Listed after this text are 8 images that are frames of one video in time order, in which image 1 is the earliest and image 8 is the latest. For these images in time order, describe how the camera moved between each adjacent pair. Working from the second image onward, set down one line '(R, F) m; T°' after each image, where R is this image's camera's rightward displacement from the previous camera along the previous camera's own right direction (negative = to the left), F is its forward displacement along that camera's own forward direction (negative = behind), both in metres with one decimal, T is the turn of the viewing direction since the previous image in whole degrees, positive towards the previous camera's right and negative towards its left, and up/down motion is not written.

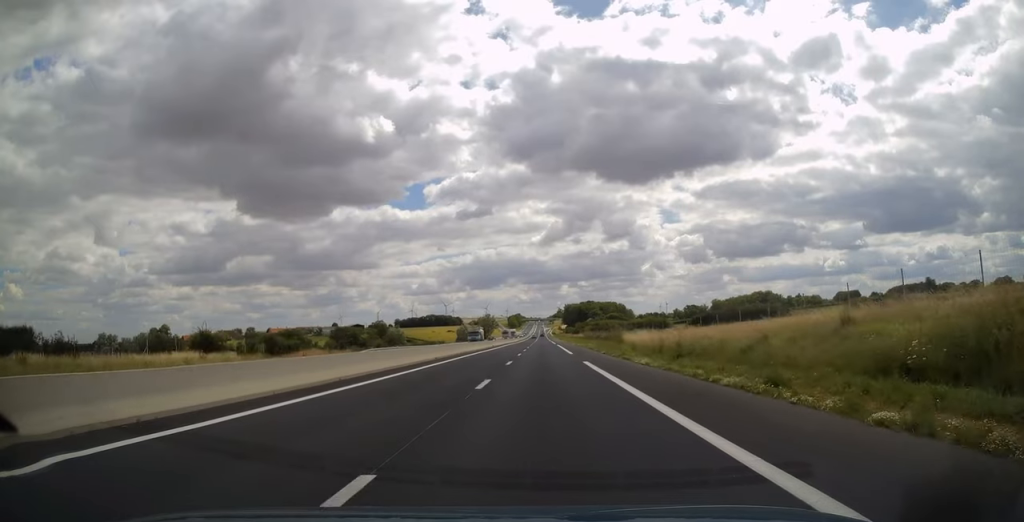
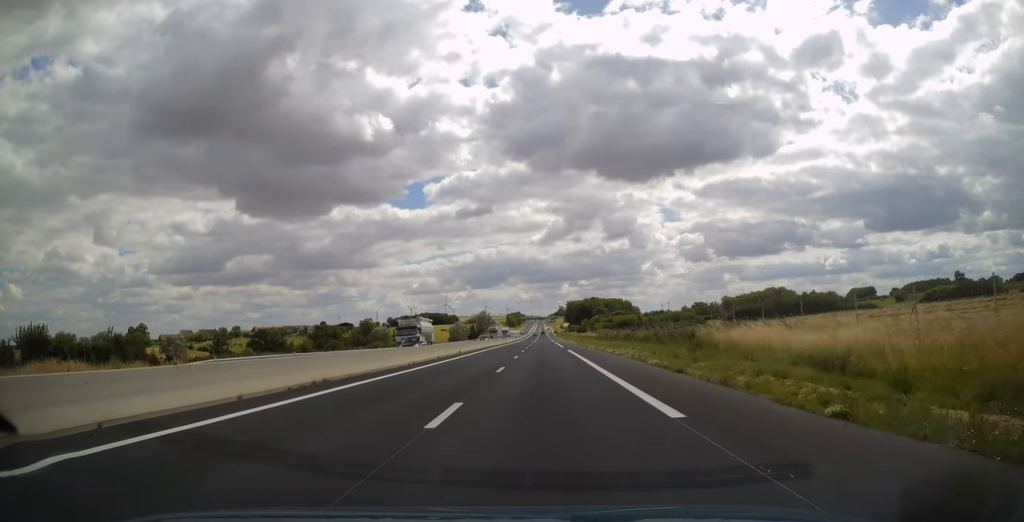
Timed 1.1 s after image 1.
(-0.1, +32.7) m; 0°
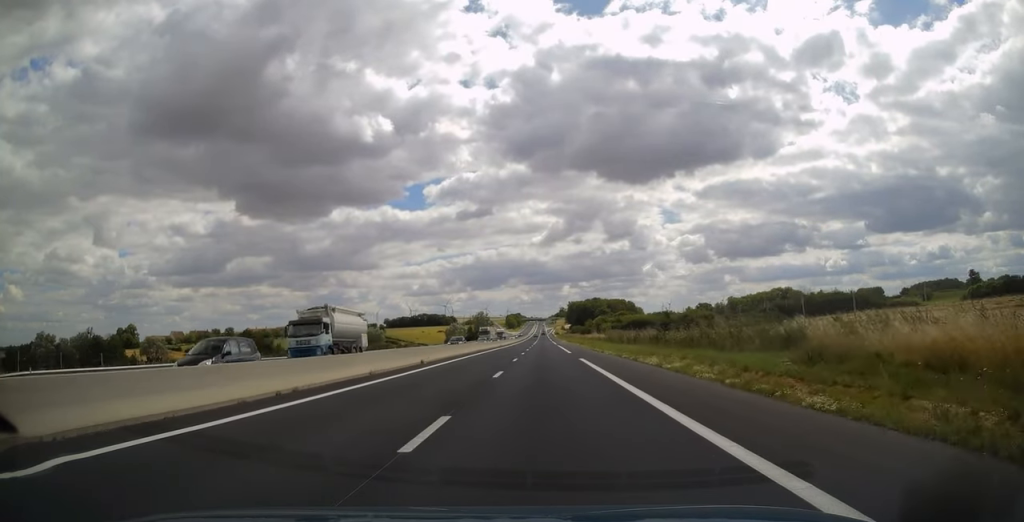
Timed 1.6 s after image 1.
(0.0, +14.8) m; 0°
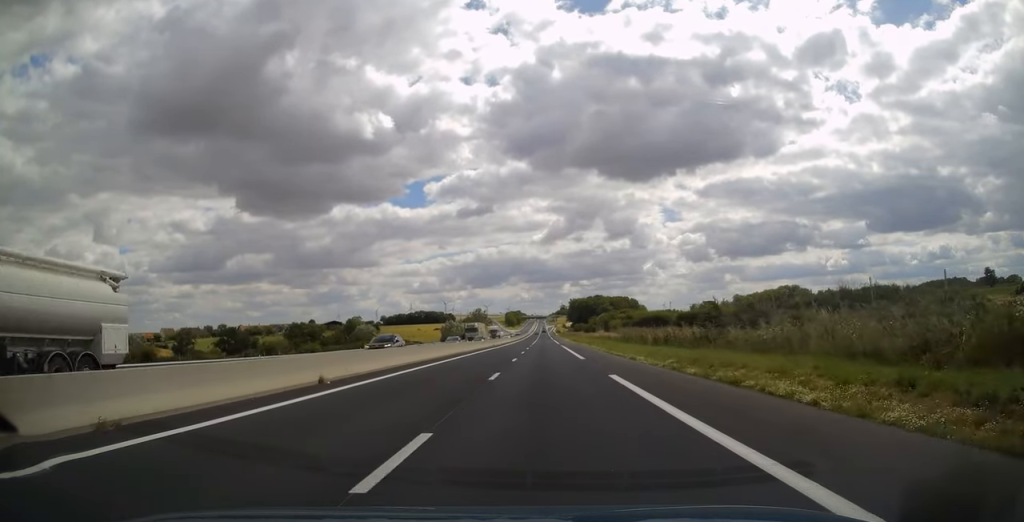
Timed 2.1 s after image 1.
(0.0, +14.8) m; 0°
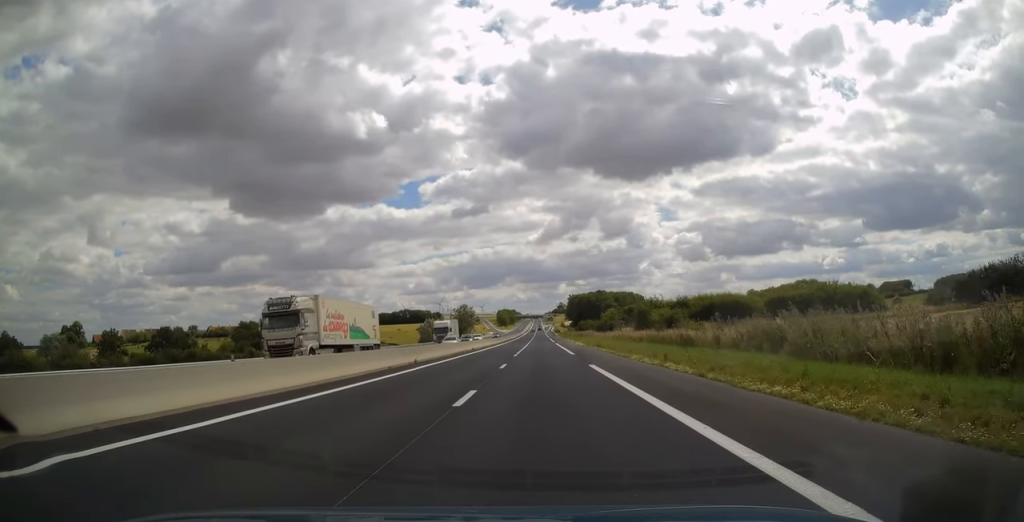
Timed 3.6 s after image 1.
(+0.2, +45.8) m; 0°
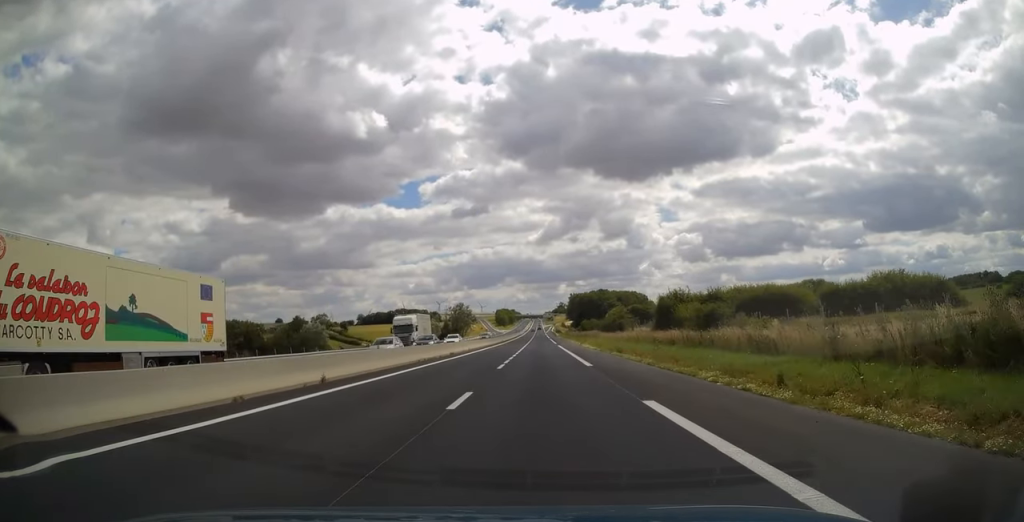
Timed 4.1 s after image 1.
(-0.1, +13.3) m; 0°
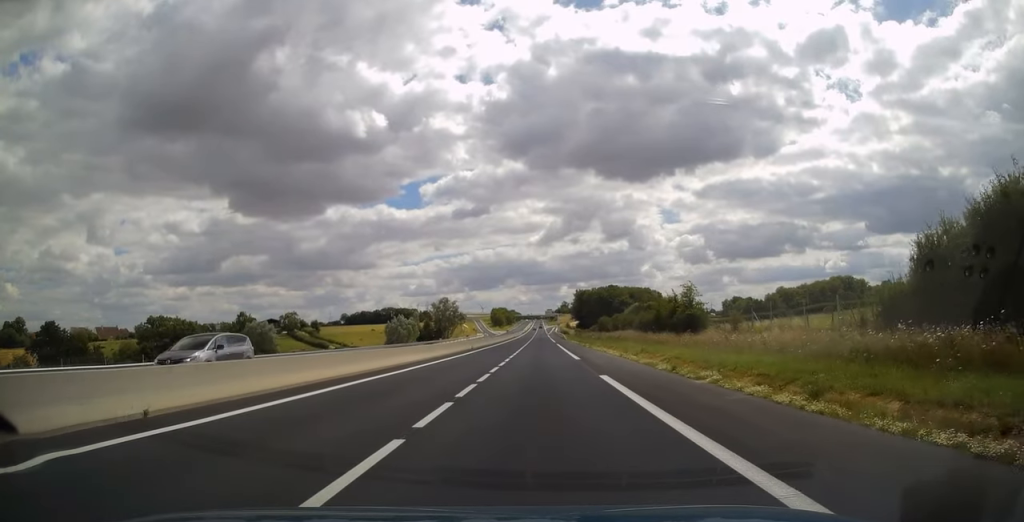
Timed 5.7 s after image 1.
(+0.1, +45.8) m; 0°
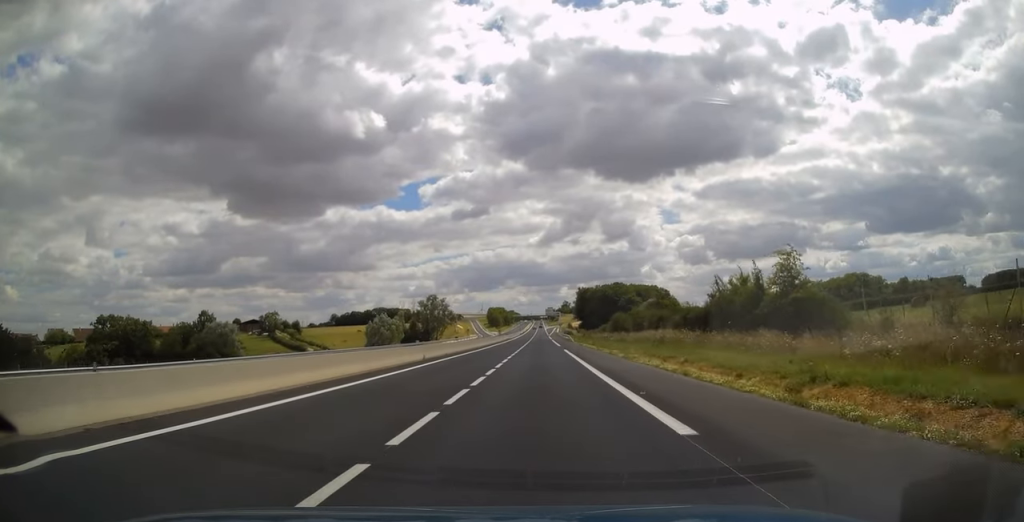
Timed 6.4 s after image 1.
(-0.1, +23.1) m; 0°
